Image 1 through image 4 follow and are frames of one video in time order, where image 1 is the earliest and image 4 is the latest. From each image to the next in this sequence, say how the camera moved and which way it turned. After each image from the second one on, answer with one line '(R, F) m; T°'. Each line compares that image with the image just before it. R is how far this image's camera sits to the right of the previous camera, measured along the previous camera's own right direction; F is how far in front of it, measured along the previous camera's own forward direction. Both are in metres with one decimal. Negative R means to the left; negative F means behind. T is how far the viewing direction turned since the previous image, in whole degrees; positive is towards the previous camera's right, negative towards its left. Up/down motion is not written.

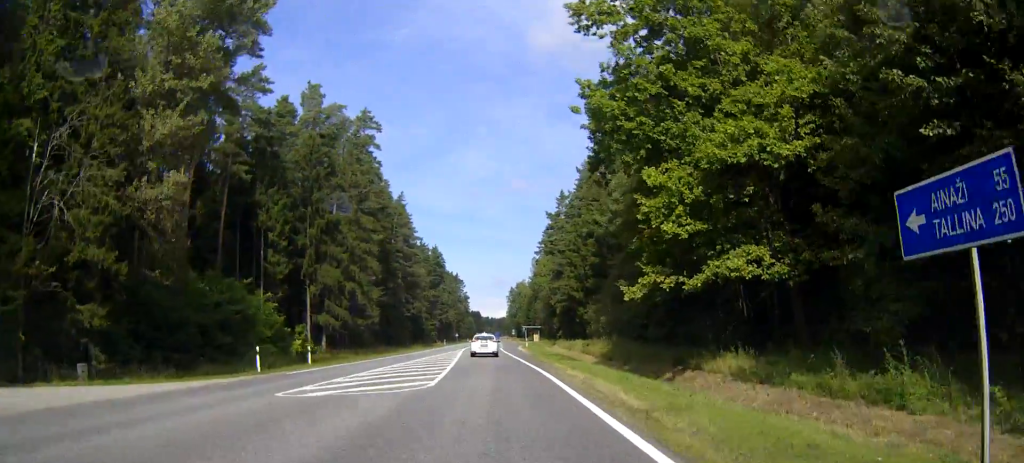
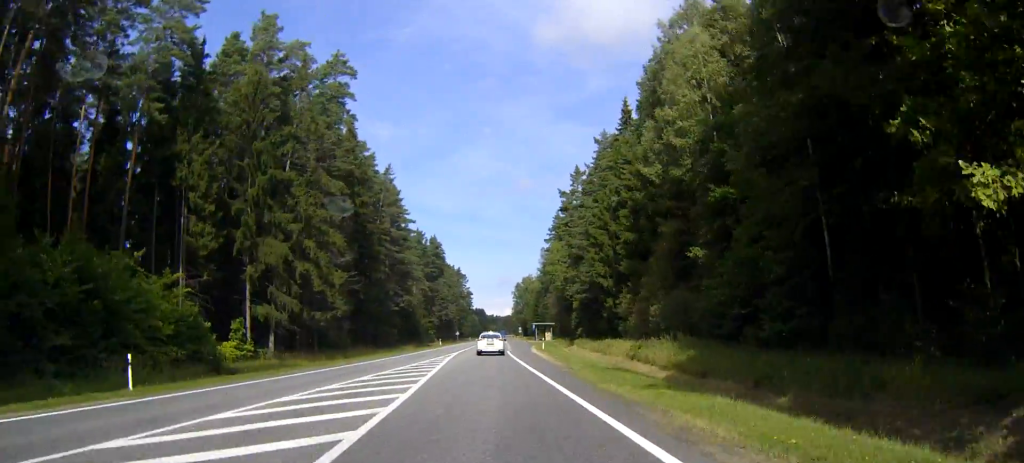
(+0.1, +22.0) m; 0°
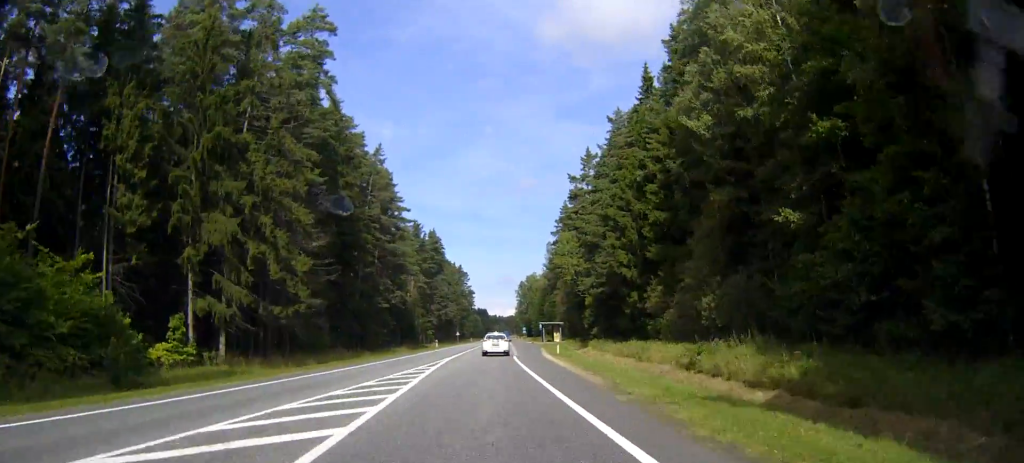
(0.0, +13.0) m; 0°
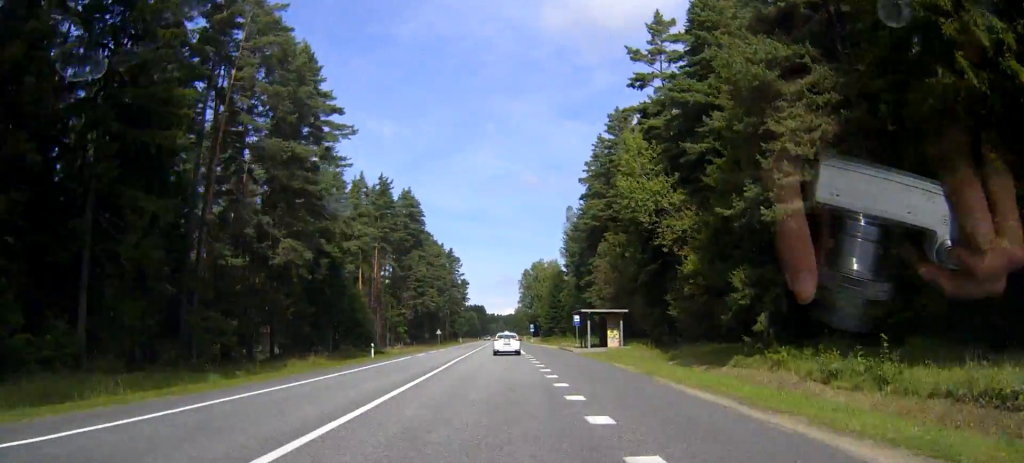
(0.0, +59.4) m; 0°
